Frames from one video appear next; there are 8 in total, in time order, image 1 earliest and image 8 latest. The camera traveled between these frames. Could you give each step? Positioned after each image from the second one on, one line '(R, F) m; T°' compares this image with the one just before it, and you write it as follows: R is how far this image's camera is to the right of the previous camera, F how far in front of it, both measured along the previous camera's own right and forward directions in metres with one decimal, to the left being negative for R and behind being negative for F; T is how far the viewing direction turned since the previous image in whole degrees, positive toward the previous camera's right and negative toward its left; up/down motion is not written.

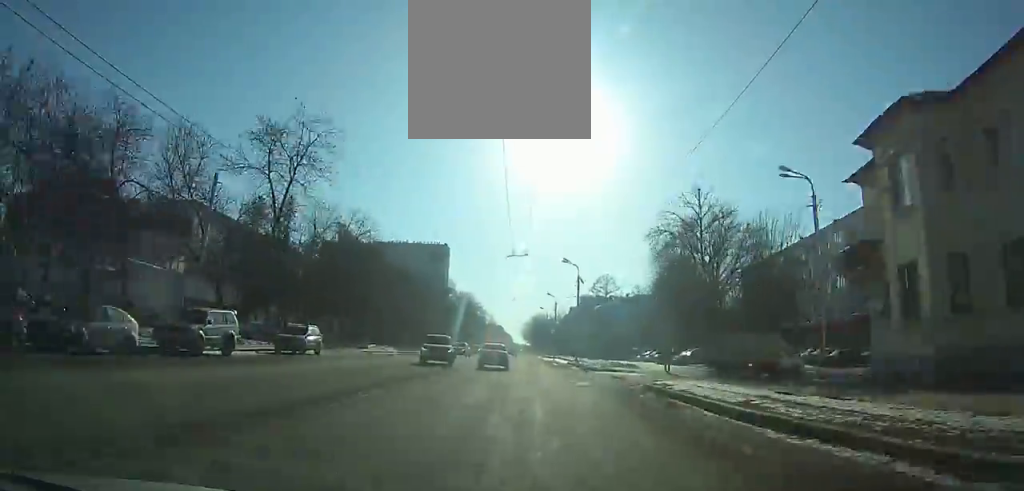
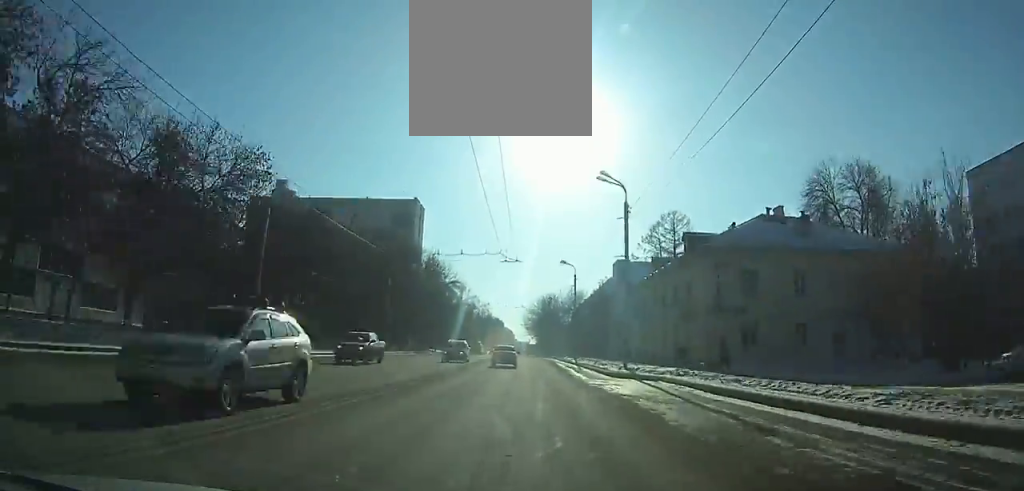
(-1.3, +69.3) m; -1°
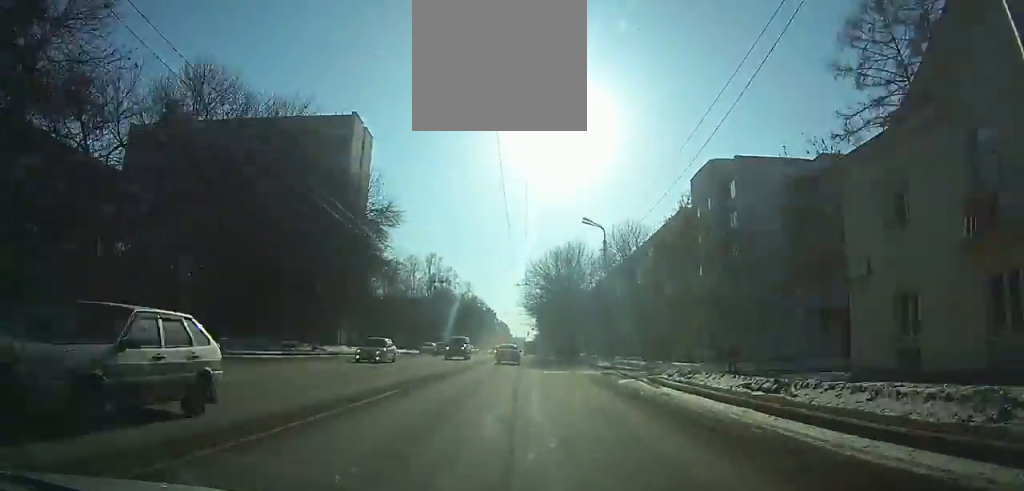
(+0.2, +58.3) m; +1°
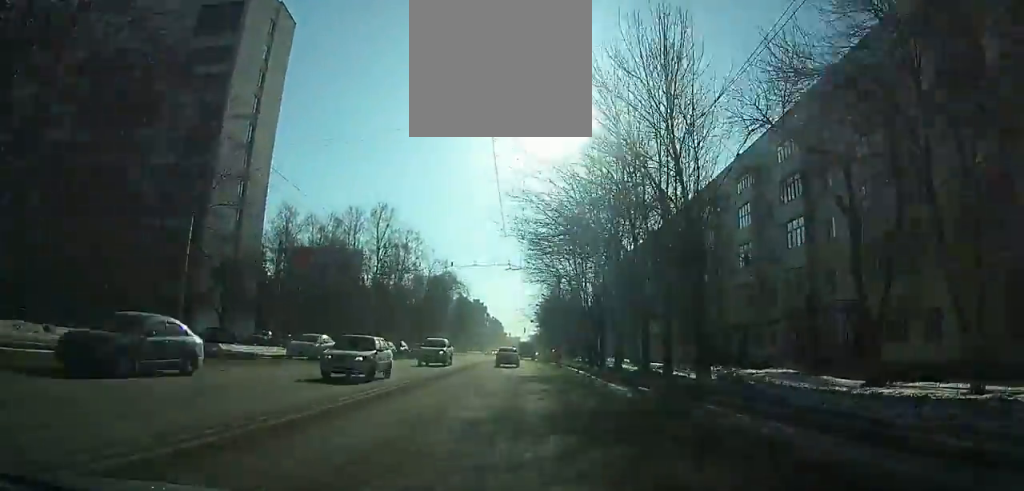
(+0.6, +40.0) m; +2°
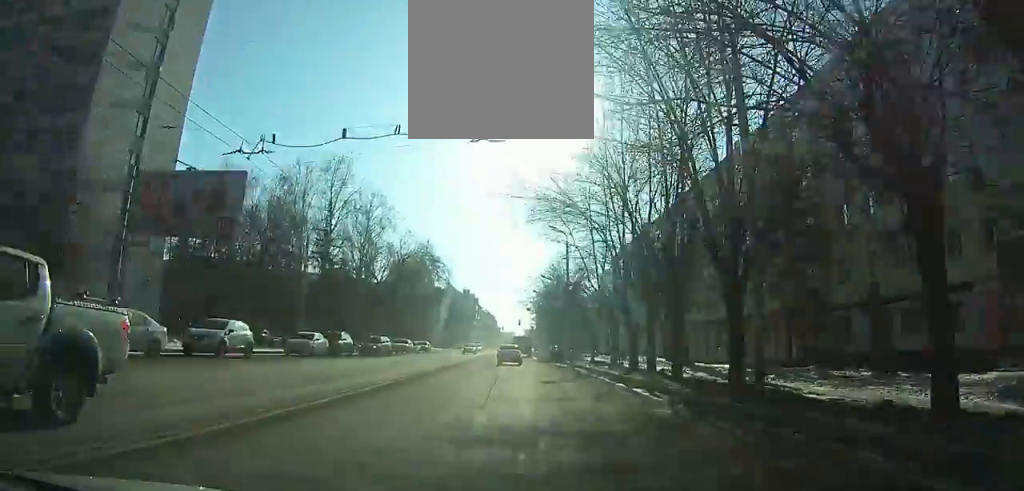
(+0.2, +15.8) m; +1°
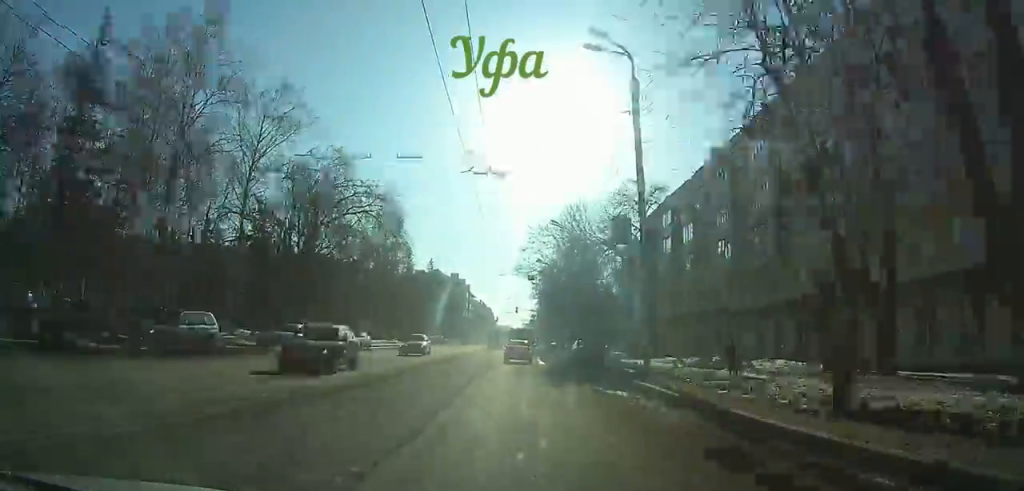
(+0.3, +26.5) m; +1°
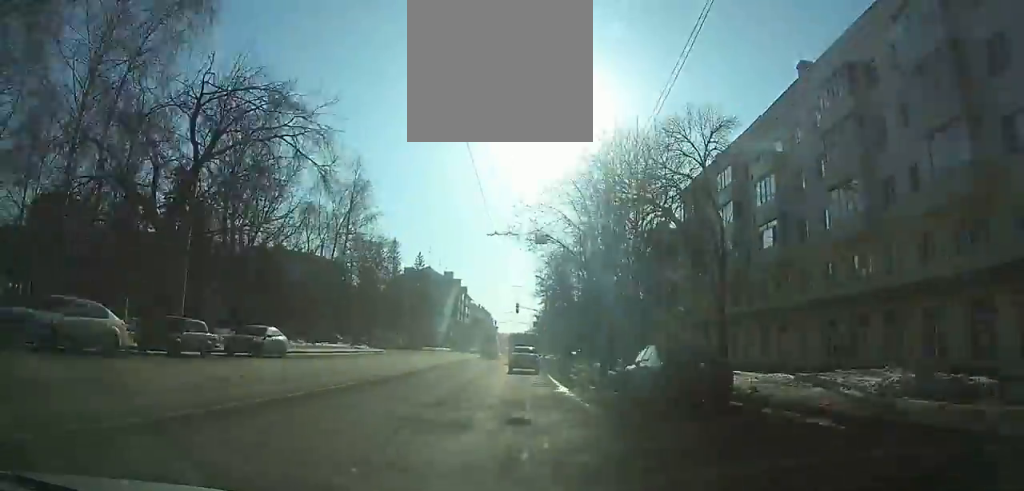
(+0.1, +14.4) m; +1°
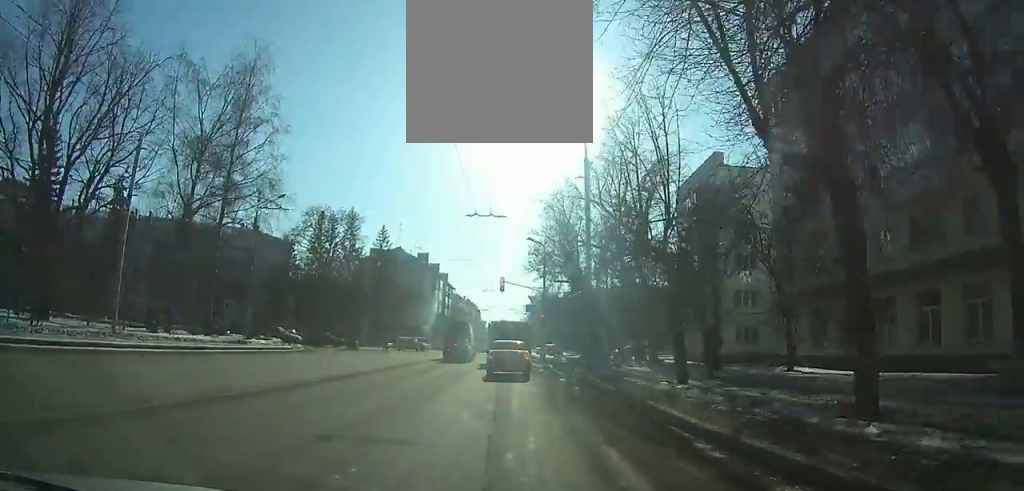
(+0.2, +20.6) m; -1°
